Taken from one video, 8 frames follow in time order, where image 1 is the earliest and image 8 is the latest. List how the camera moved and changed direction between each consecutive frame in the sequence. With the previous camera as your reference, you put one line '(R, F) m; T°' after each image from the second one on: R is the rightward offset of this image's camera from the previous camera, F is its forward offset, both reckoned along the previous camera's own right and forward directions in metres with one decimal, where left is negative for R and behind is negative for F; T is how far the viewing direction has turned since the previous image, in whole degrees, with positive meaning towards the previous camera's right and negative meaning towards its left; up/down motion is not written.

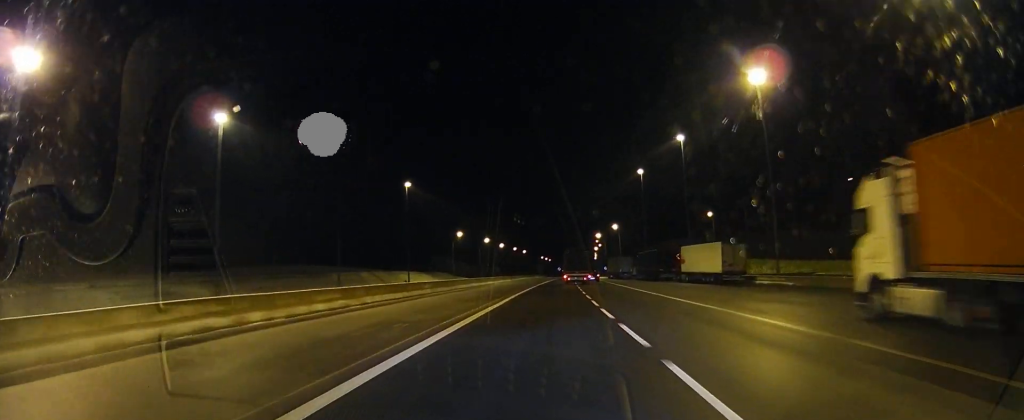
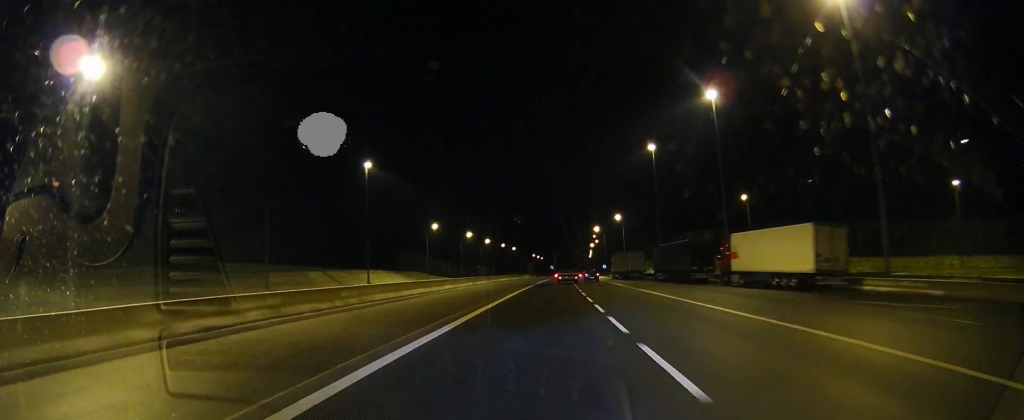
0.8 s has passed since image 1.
(0.0, +22.5) m; 0°
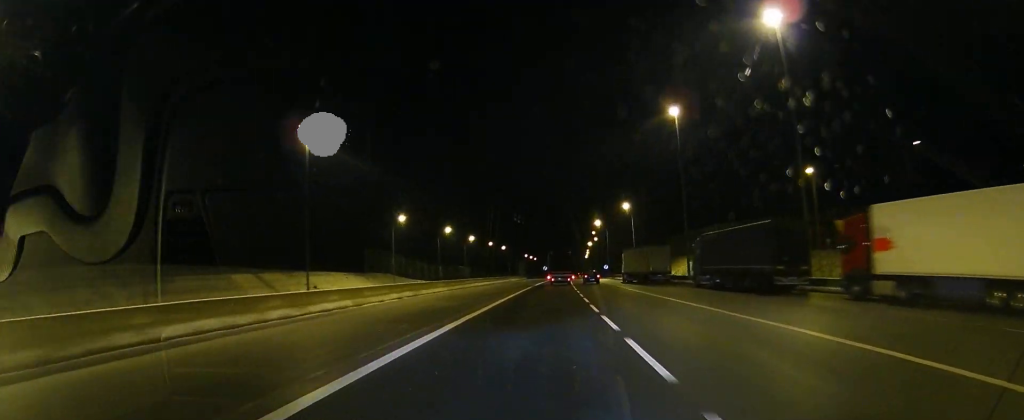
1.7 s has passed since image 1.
(0.0, +22.5) m; 0°
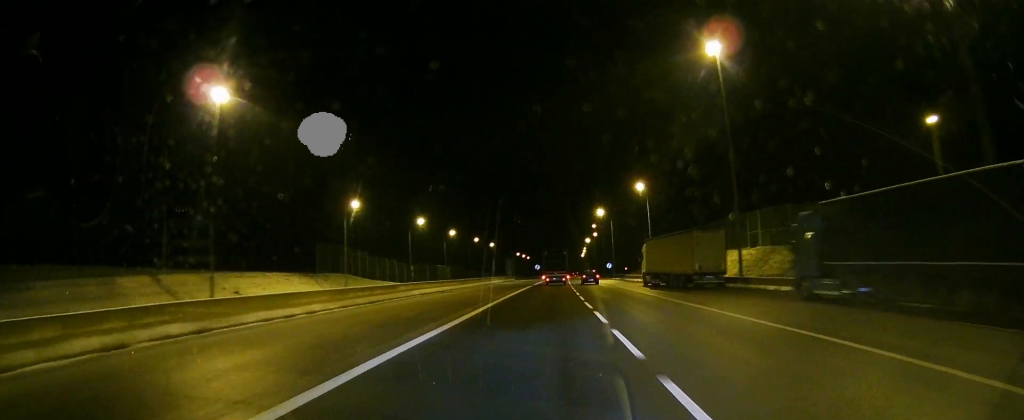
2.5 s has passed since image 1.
(+0.2, +22.5) m; 0°
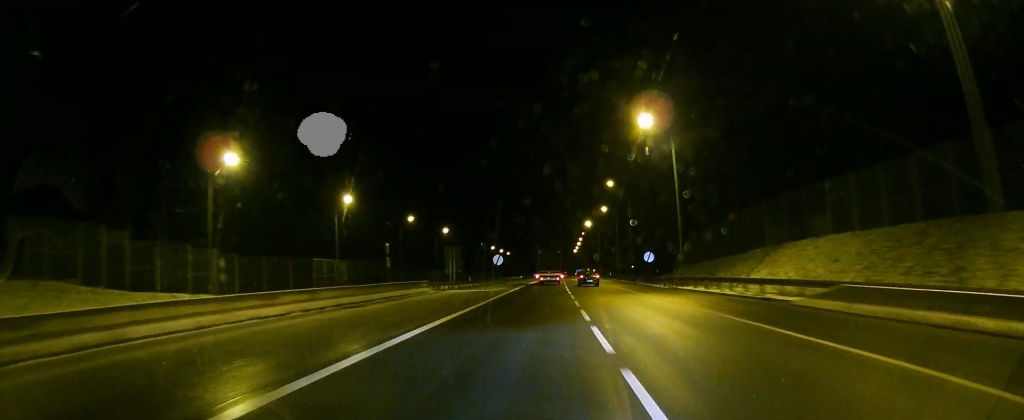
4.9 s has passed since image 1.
(+0.5, +65.7) m; +2°
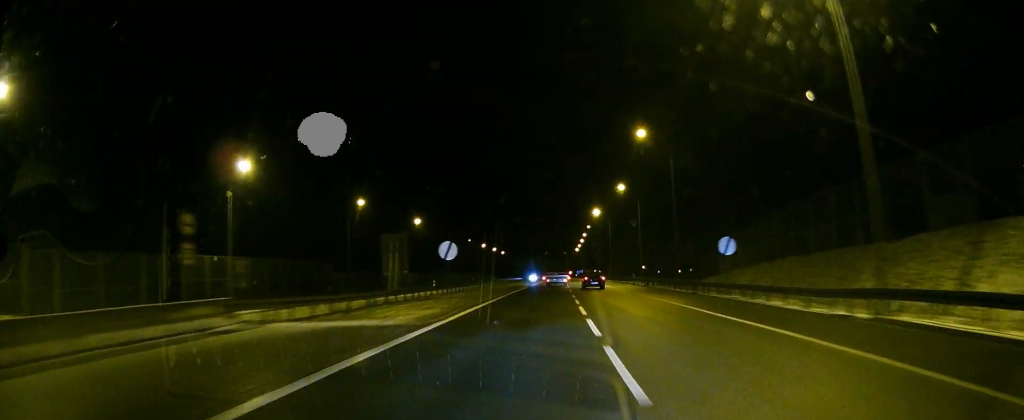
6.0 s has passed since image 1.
(+0.4, +27.8) m; +1°
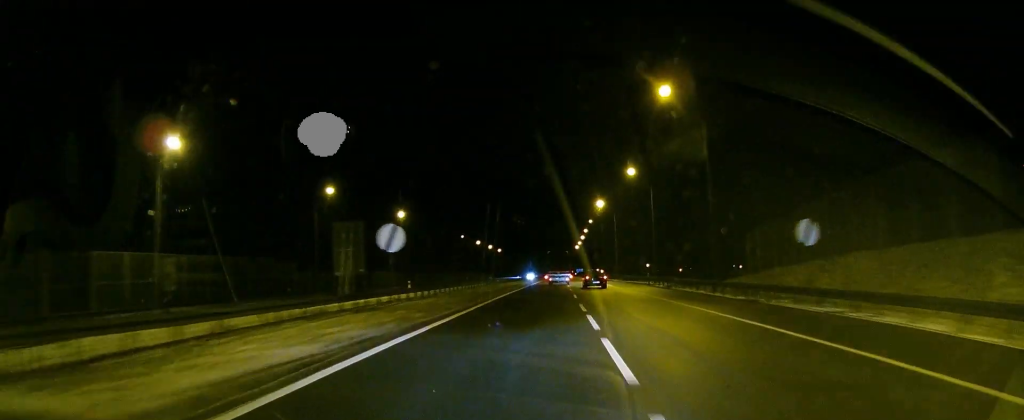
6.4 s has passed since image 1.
(0.0, +11.7) m; 0°
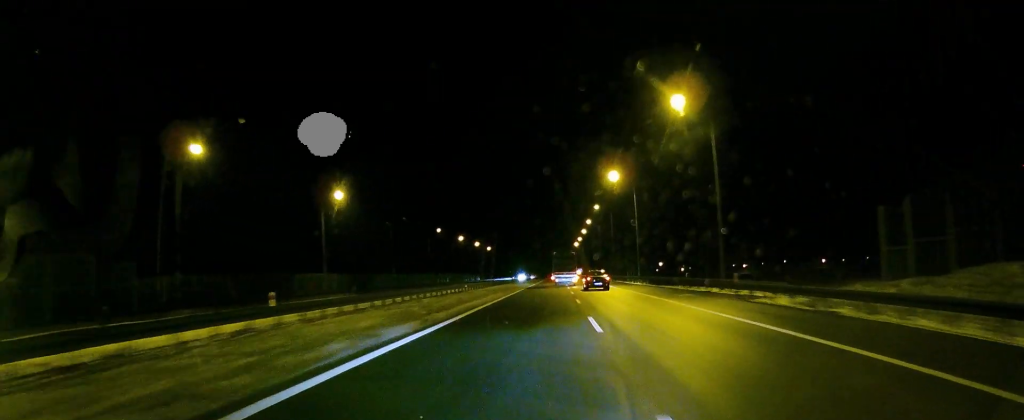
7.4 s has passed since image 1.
(0.0, +27.8) m; 0°
